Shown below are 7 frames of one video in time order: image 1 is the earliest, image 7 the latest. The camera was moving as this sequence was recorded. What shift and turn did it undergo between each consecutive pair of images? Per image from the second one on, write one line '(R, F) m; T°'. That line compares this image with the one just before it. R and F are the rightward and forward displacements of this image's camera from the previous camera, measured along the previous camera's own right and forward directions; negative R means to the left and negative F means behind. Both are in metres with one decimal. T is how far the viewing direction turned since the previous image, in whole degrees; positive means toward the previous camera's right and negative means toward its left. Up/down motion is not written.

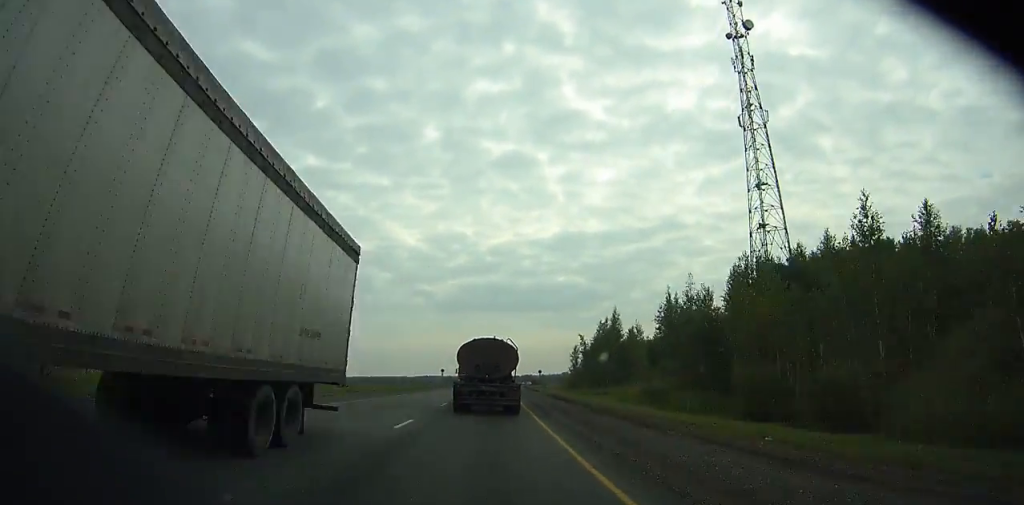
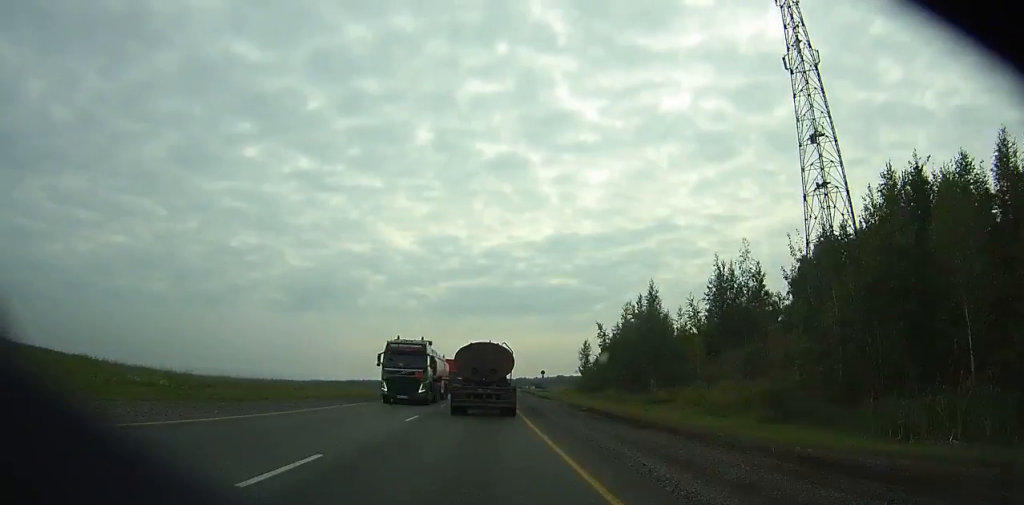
(+0.1, +19.5) m; +1°
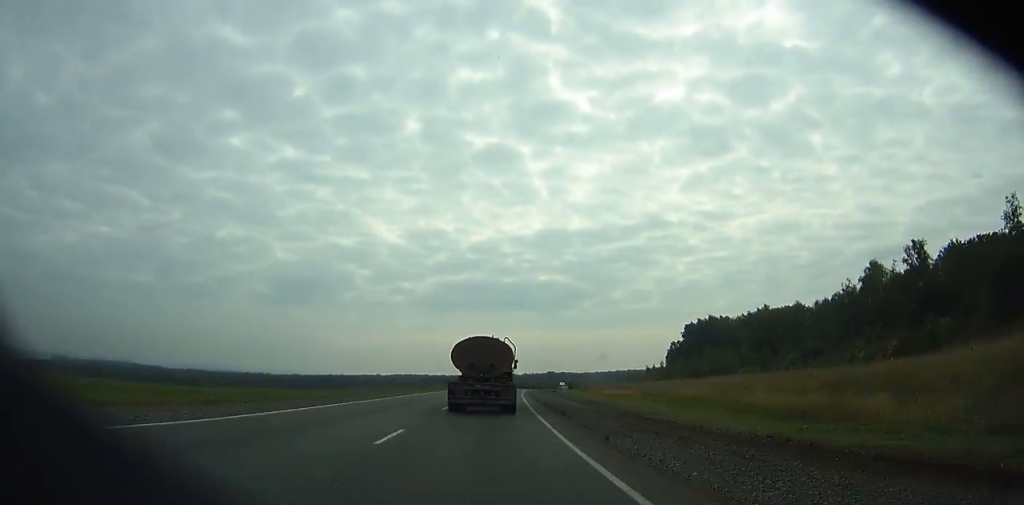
(+1.8, +87.9) m; +2°
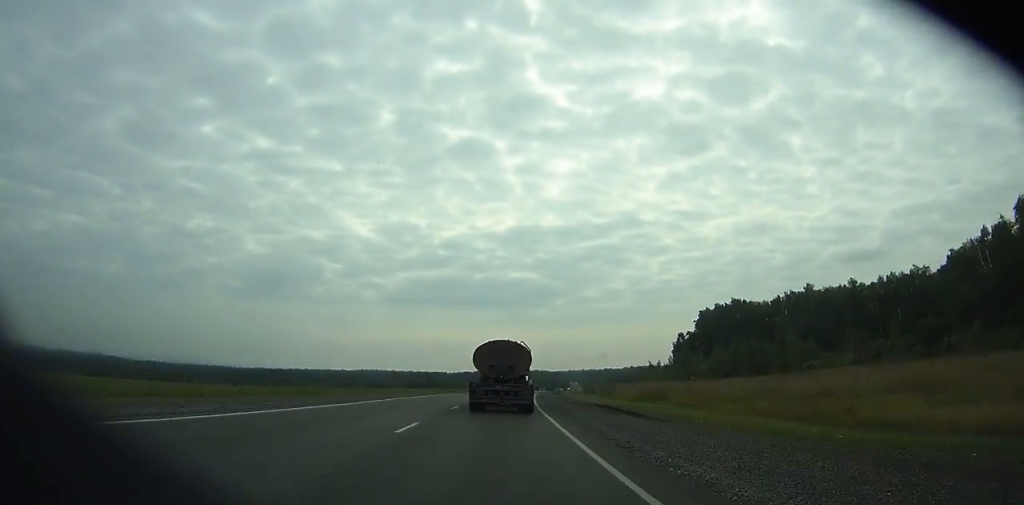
(+0.6, +57.8) m; +2°
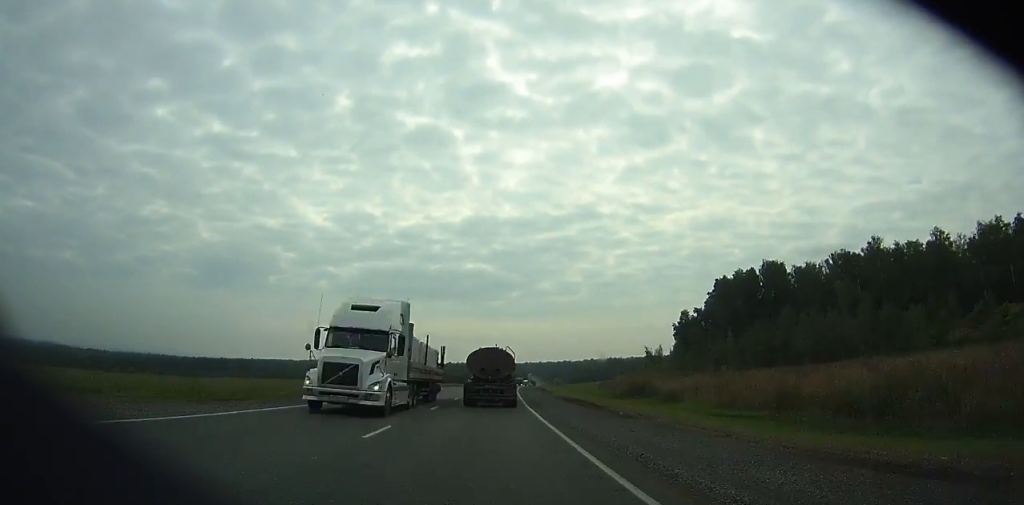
(+2.1, +61.7) m; +4°
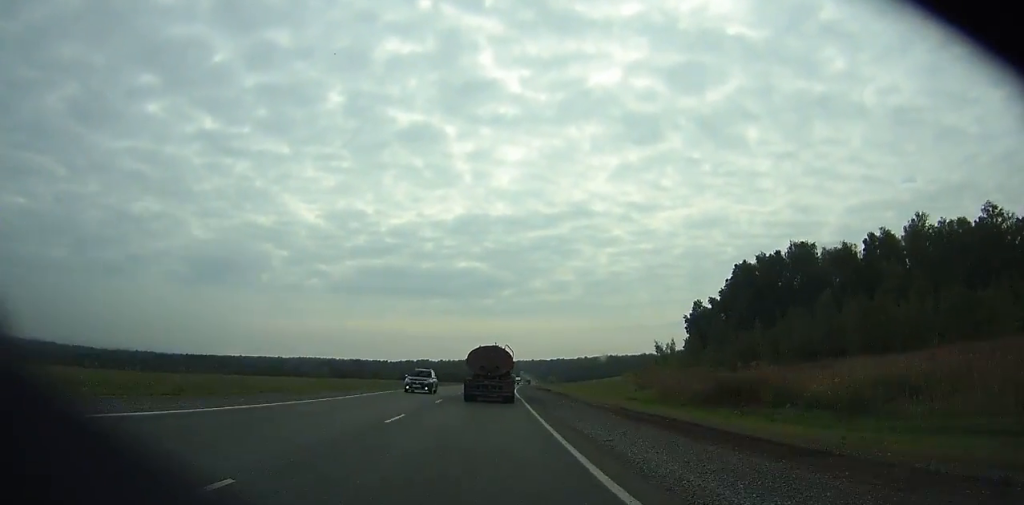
(+0.3, +20.5) m; +1°
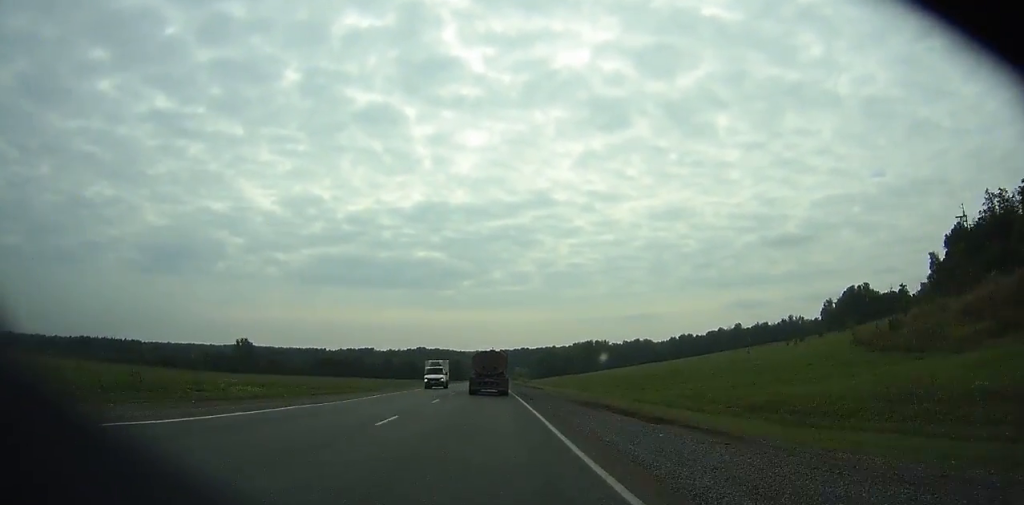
(+8.2, +143.1) m; +5°
